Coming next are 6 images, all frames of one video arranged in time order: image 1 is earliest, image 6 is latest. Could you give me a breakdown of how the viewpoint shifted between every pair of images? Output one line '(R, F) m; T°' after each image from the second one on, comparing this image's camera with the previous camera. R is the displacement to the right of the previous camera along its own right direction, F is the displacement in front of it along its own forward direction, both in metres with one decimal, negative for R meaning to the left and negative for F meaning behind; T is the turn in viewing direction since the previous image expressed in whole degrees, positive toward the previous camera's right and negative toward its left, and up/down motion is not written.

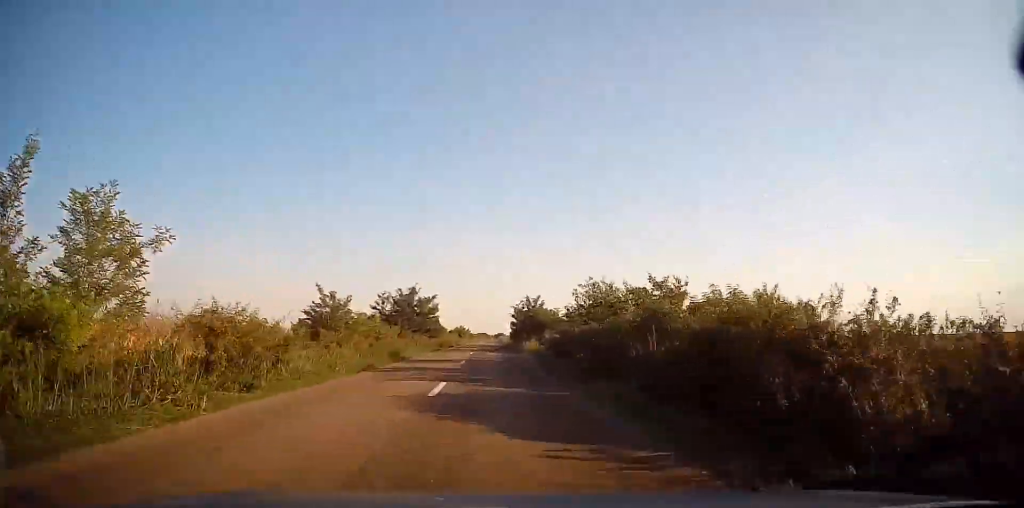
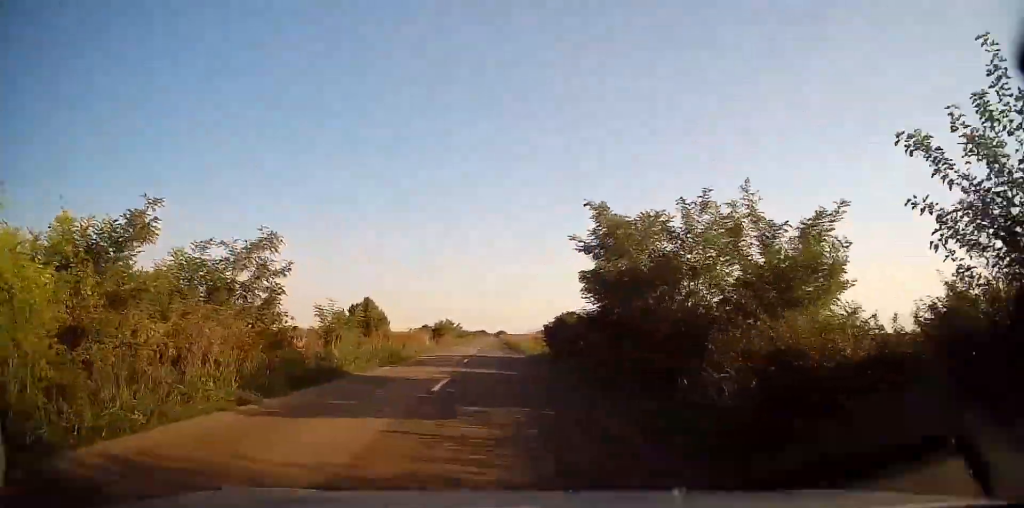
(+0.2, +47.6) m; 0°
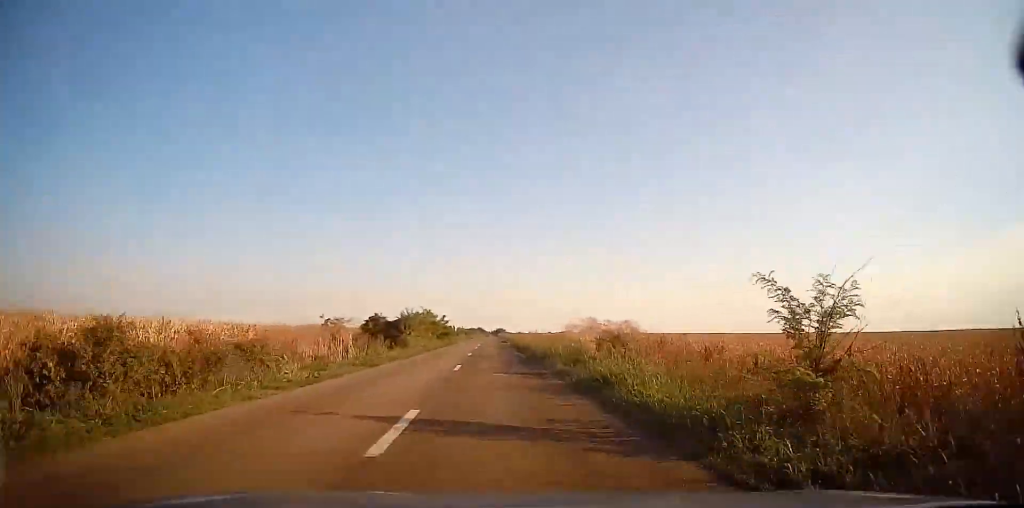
(0.0, +31.0) m; 0°
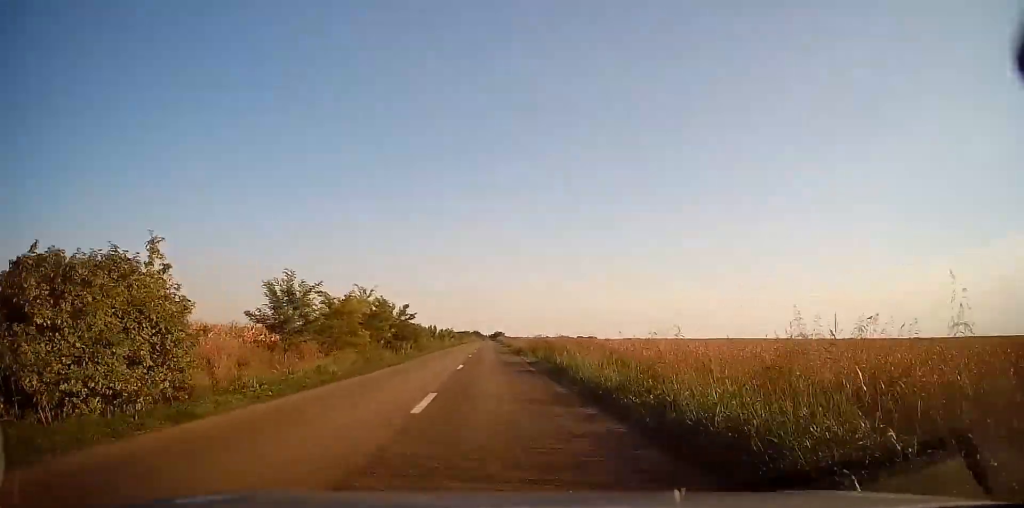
(-0.1, +33.1) m; 0°
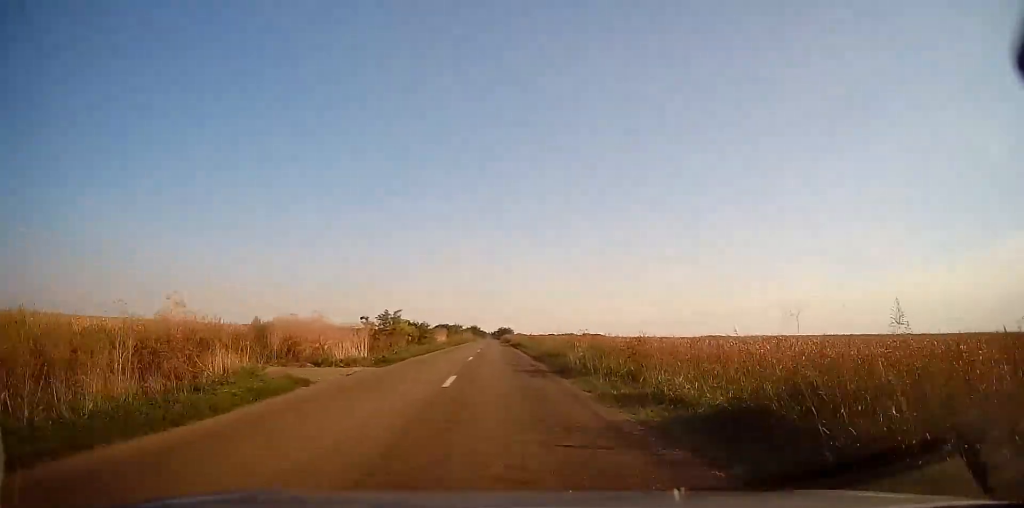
(+0.4, +70.3) m; 0°
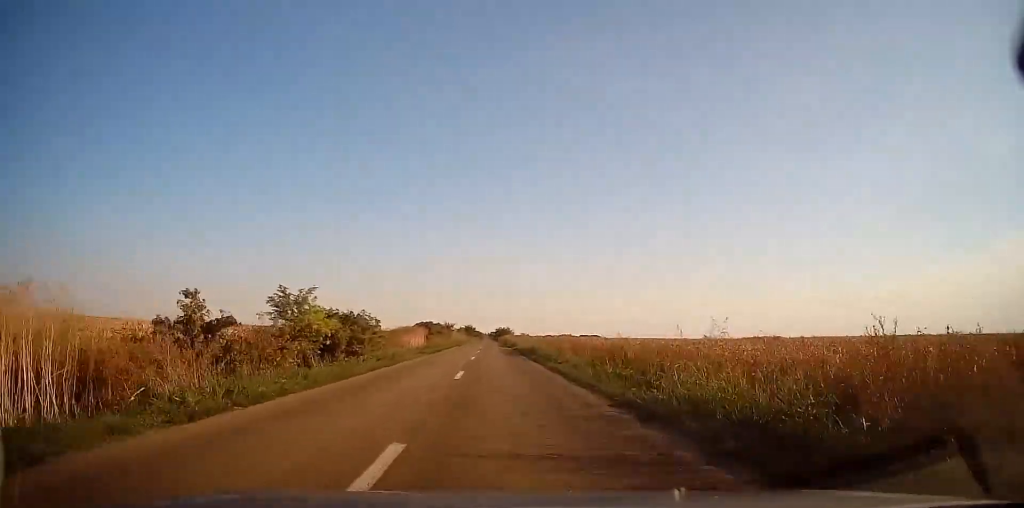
(+0.2, +21.8) m; 0°
